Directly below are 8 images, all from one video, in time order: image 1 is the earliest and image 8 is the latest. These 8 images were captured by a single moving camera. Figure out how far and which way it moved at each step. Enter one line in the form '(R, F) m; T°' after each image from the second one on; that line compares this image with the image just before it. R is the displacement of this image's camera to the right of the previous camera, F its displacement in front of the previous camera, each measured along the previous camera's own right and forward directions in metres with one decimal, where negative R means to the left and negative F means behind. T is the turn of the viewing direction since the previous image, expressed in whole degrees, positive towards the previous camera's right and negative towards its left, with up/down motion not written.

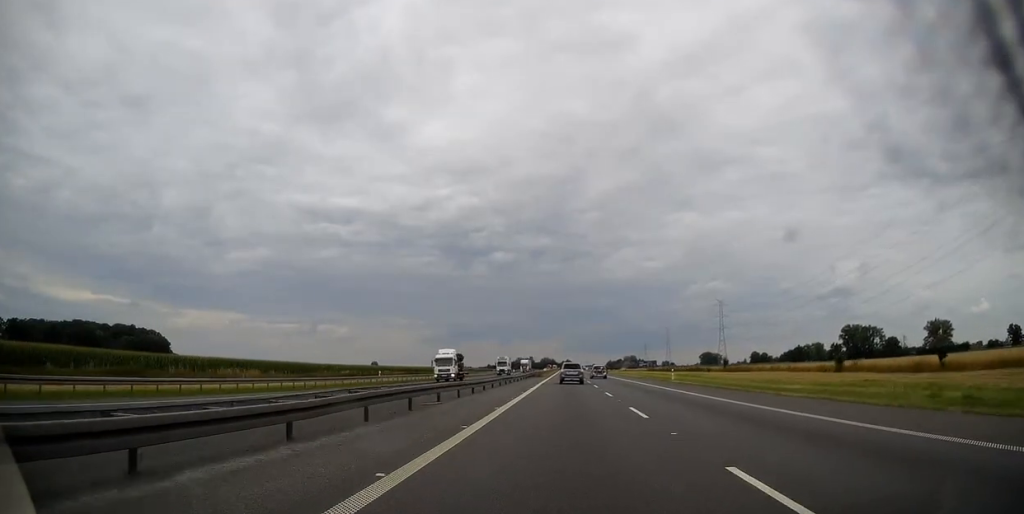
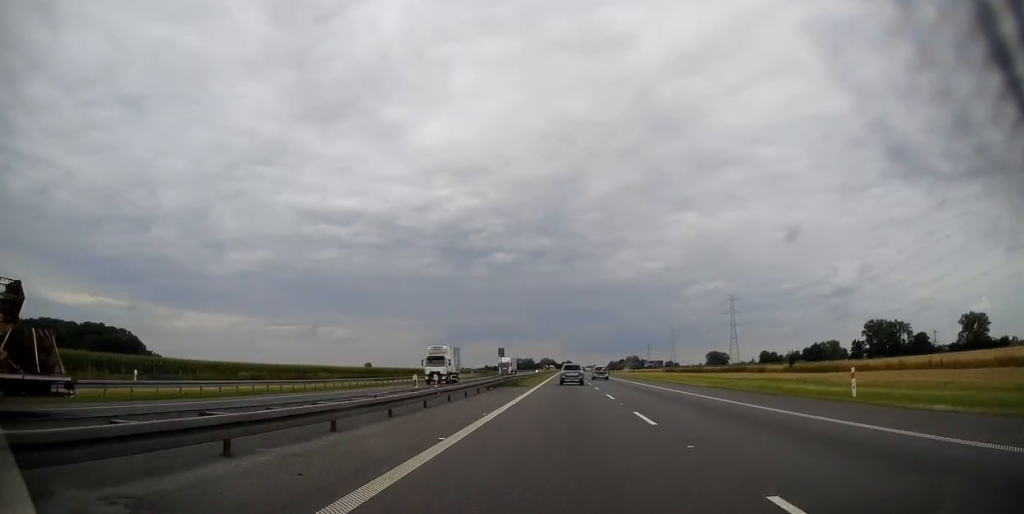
(+0.2, +37.8) m; 0°
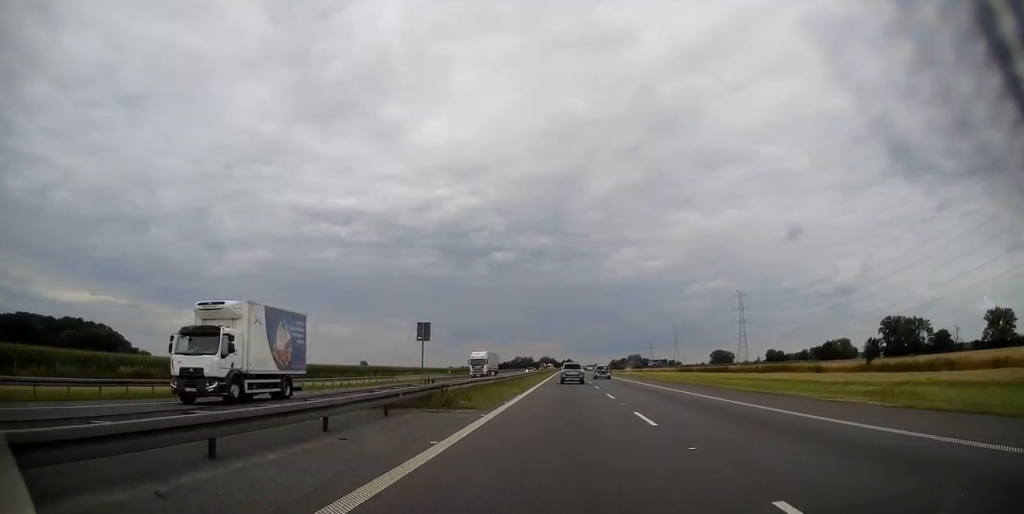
(+0.1, +24.3) m; 0°
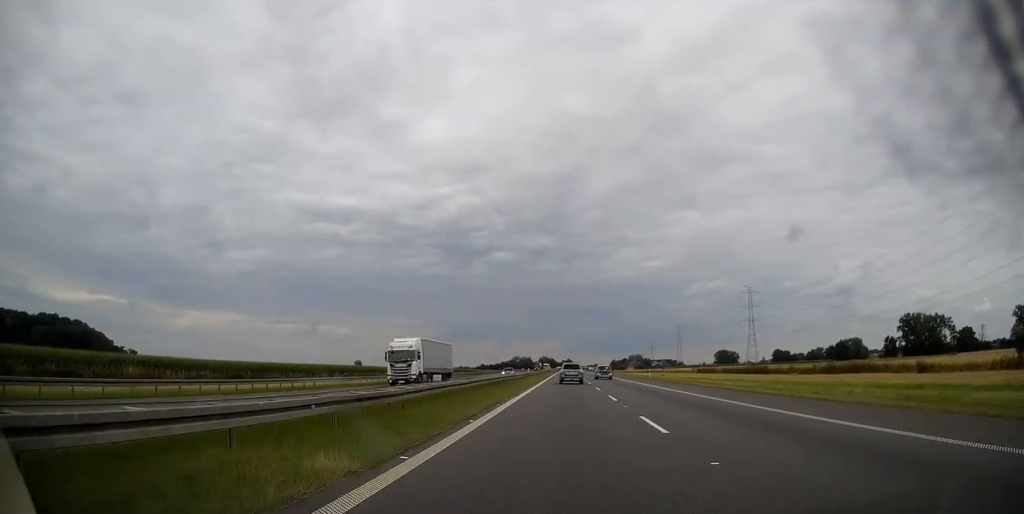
(-0.1, +25.6) m; 0°
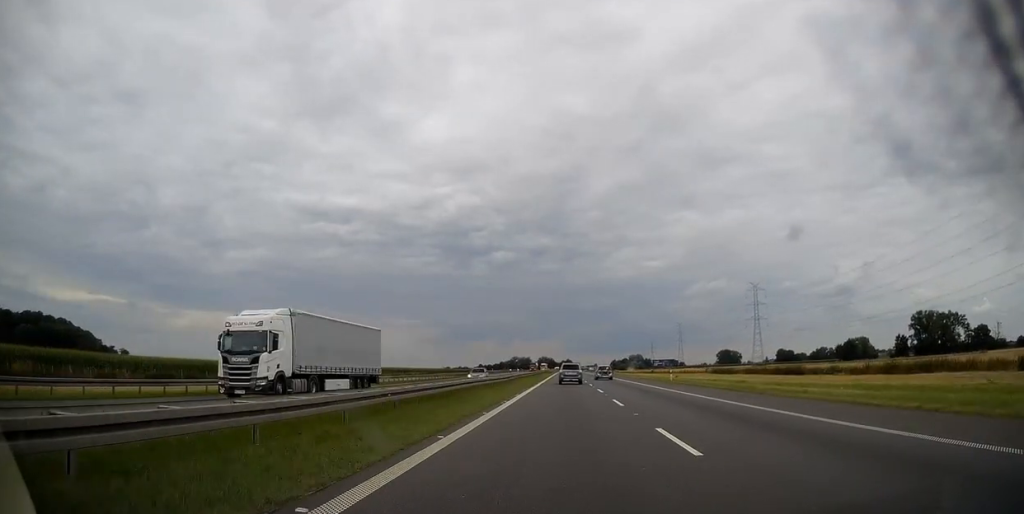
(0.0, +15.3) m; 0°
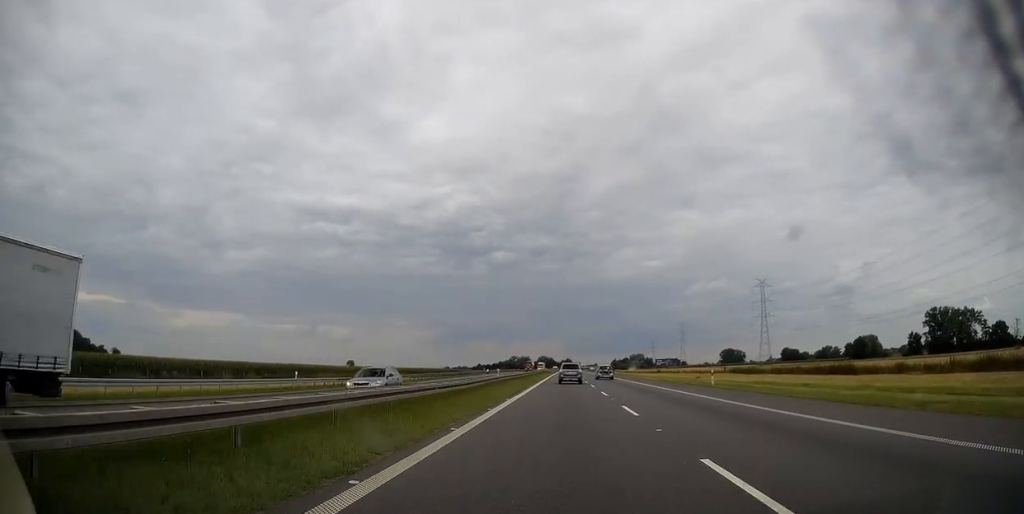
(0.0, +16.4) m; 0°
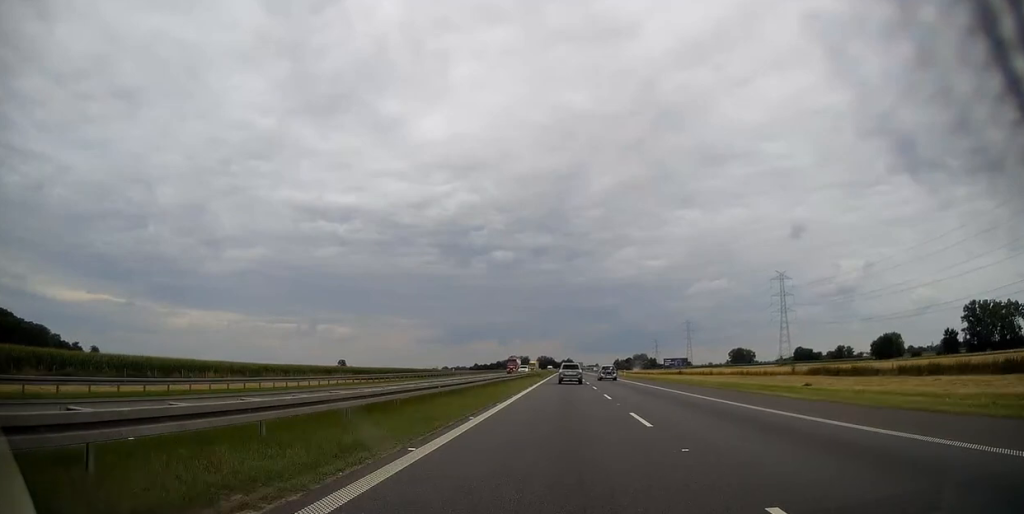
(0.0, +39.1) m; 0°
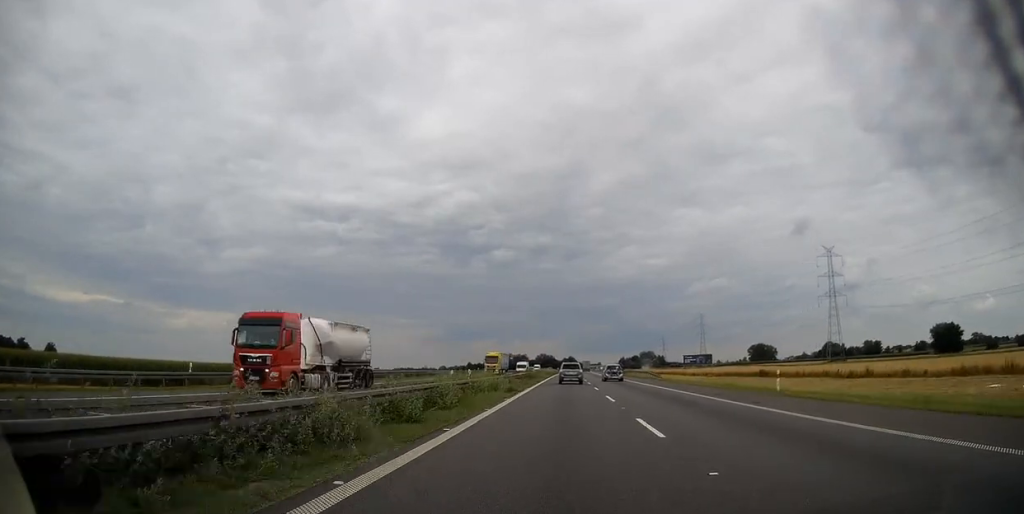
(+0.2, +74.6) m; 0°
